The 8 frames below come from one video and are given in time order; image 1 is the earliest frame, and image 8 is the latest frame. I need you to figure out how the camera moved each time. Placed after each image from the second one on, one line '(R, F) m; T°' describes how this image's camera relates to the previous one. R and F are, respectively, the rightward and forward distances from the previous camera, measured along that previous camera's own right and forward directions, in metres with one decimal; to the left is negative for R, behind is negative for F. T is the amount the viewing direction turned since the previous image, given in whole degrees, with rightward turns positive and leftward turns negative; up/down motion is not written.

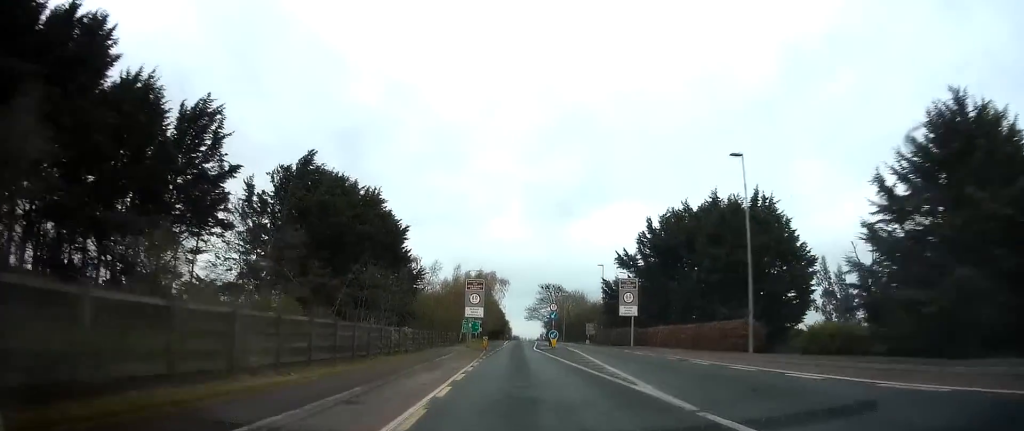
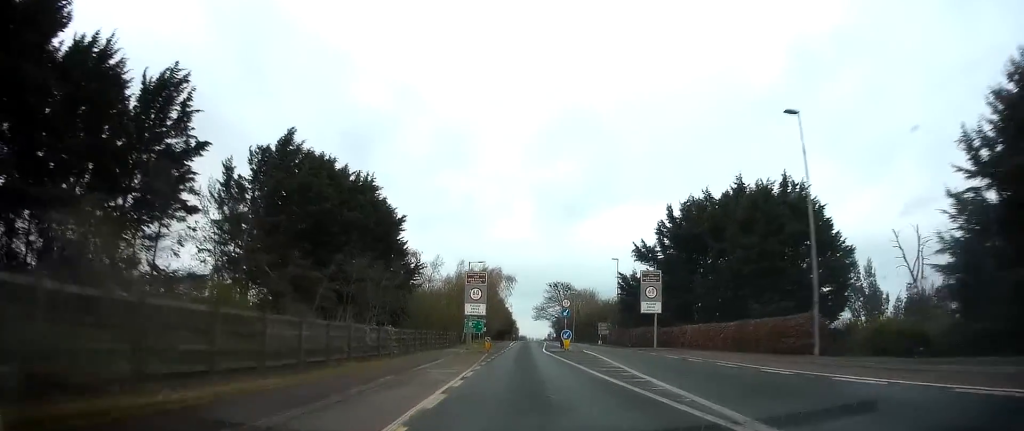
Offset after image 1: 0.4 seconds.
(0.0, +5.9) m; 0°
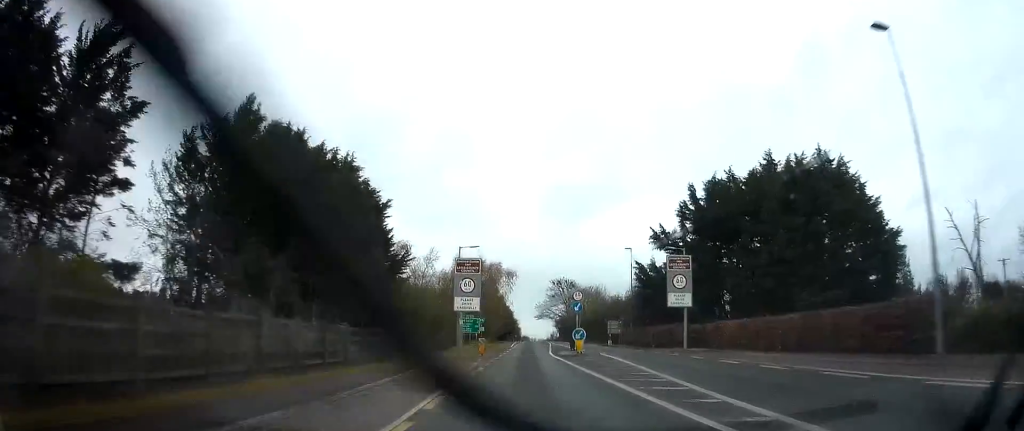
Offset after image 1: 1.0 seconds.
(0.0, +7.3) m; 0°
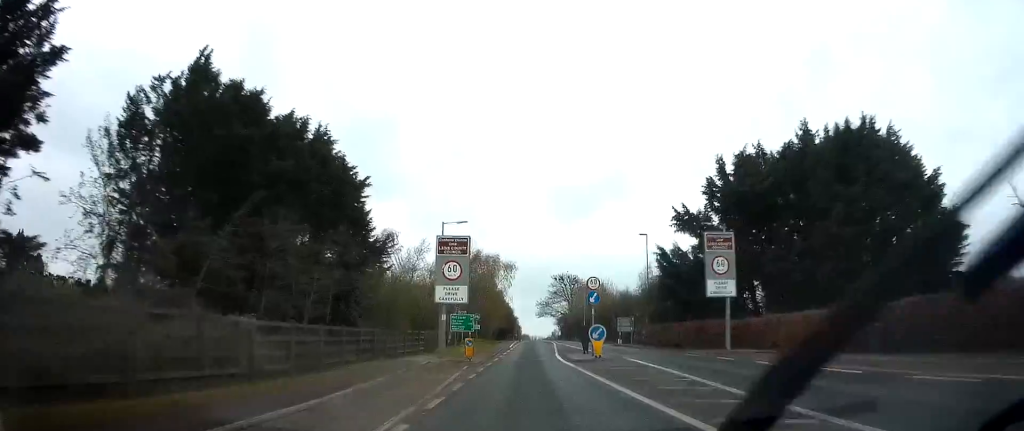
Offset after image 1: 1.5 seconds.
(-0.1, +7.5) m; -1°
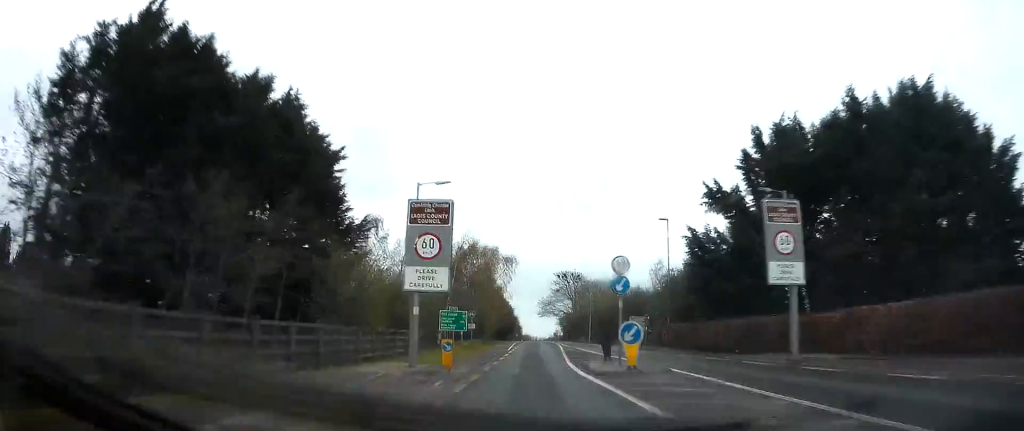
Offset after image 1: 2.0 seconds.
(0.0, +7.1) m; -1°
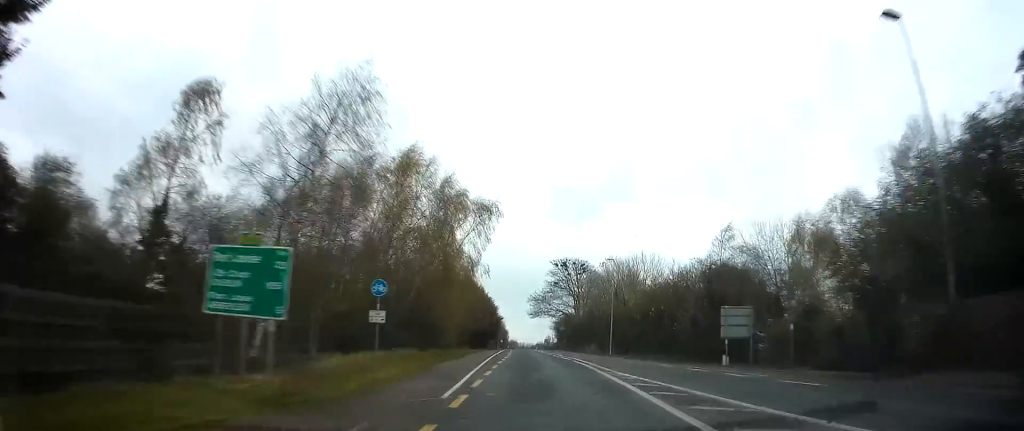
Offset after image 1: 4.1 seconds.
(+0.2, +31.3) m; +1°
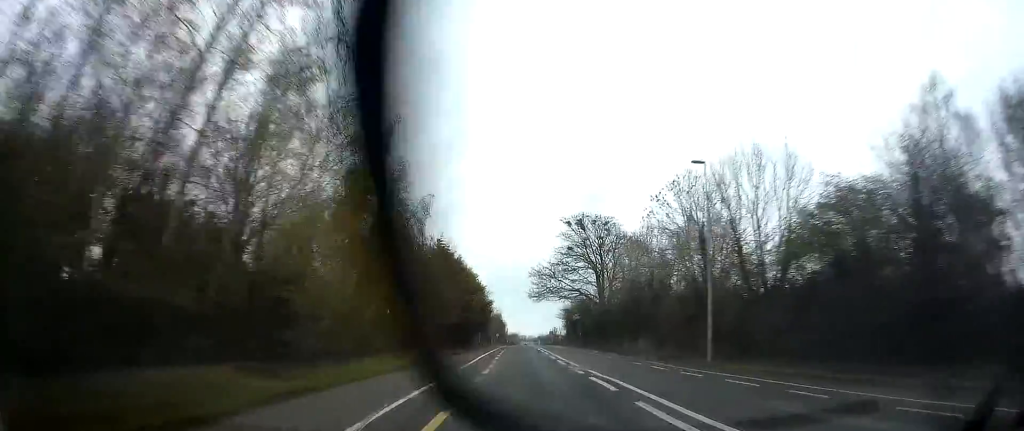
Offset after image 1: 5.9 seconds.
(0.0, +31.3) m; 0°
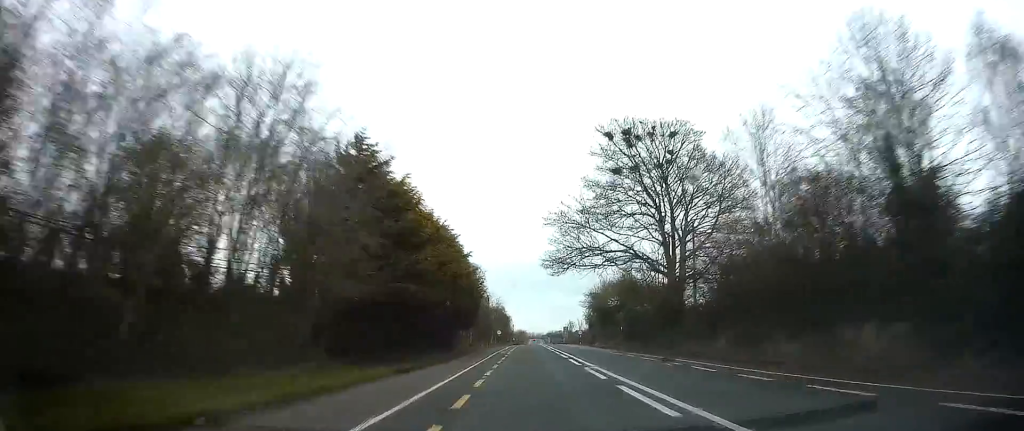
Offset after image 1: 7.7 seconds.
(+0.2, +30.0) m; 0°
